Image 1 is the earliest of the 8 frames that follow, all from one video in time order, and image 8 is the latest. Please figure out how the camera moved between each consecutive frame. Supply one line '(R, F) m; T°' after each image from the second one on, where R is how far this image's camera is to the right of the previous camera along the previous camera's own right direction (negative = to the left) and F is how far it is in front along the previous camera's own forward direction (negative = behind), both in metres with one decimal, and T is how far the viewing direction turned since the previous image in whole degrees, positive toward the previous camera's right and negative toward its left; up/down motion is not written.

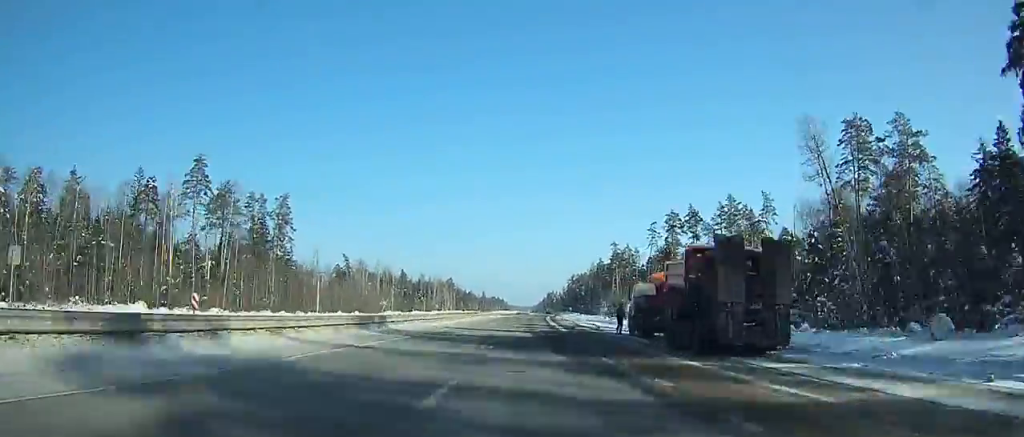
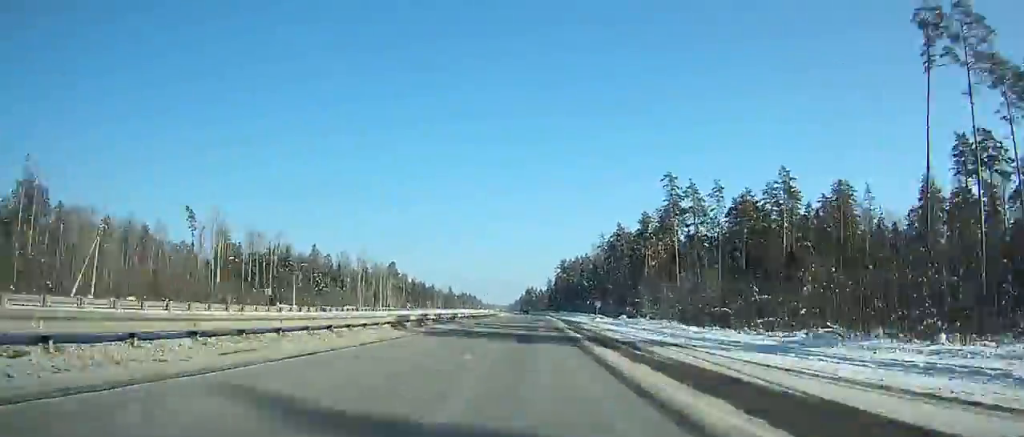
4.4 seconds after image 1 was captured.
(+1.6, +125.6) m; +2°
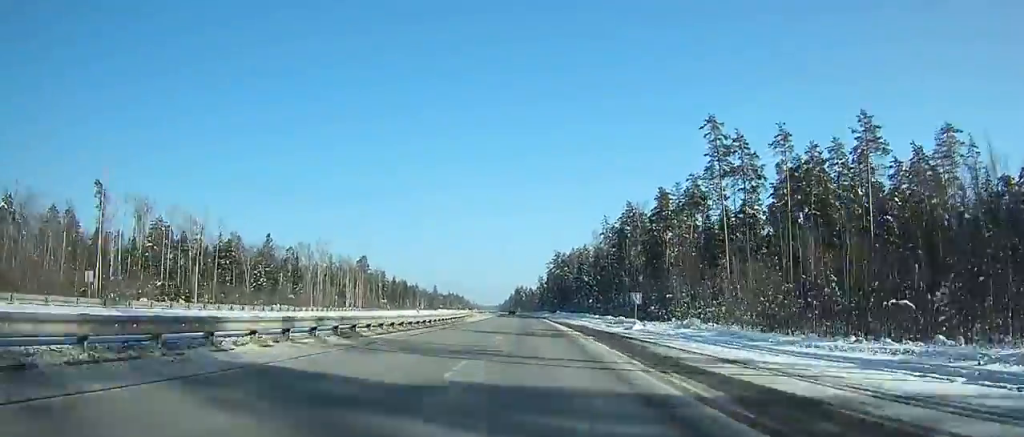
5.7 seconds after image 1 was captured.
(+0.6, +36.3) m; 0°
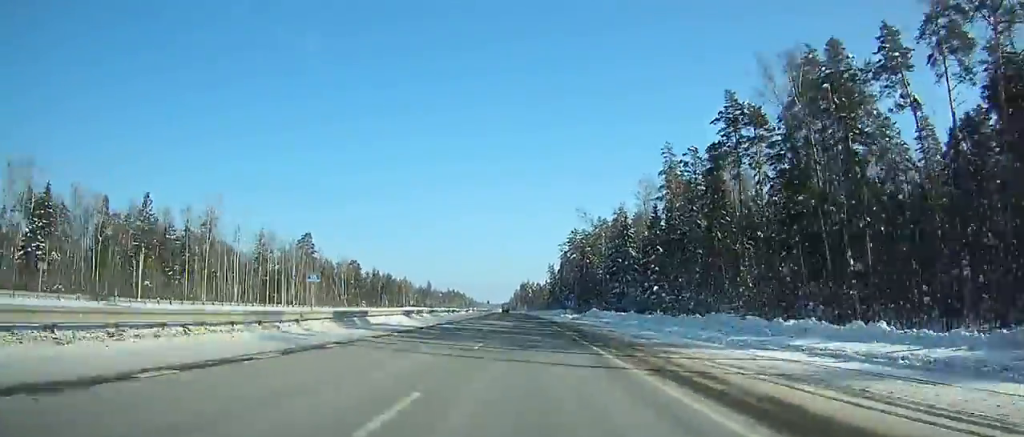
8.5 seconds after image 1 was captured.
(+0.5, +77.4) m; 0°
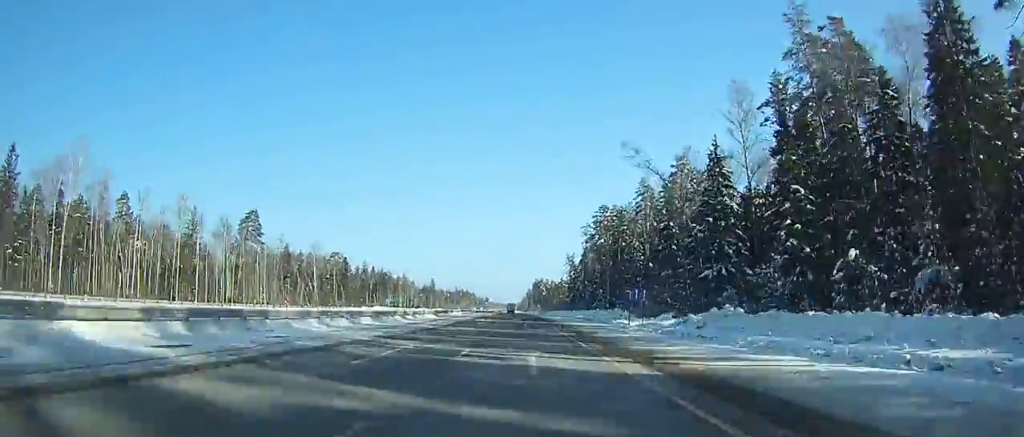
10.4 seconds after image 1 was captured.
(-0.1, +51.8) m; -1°
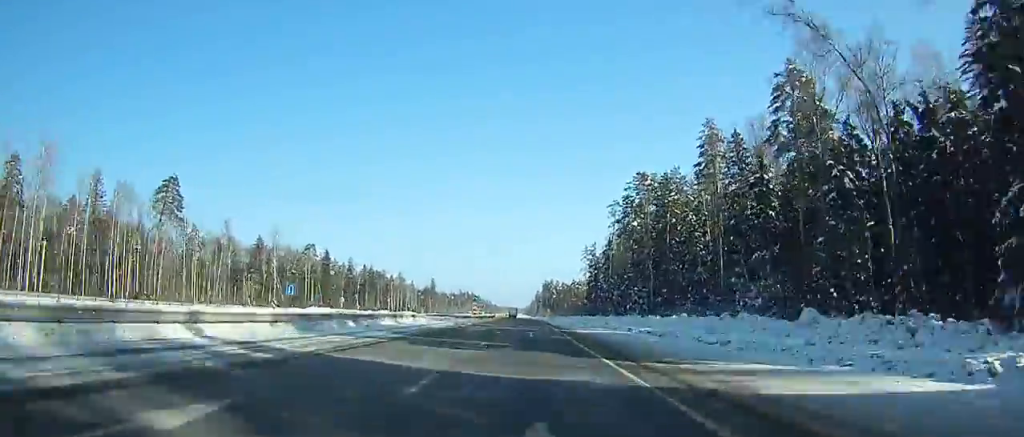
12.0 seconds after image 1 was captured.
(-0.6, +43.1) m; -1°
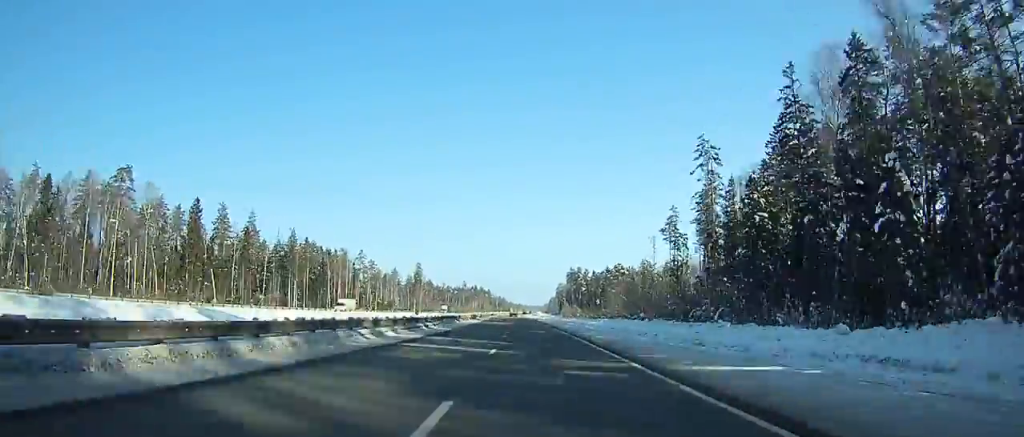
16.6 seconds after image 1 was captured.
(-2.5, +123.8) m; -2°
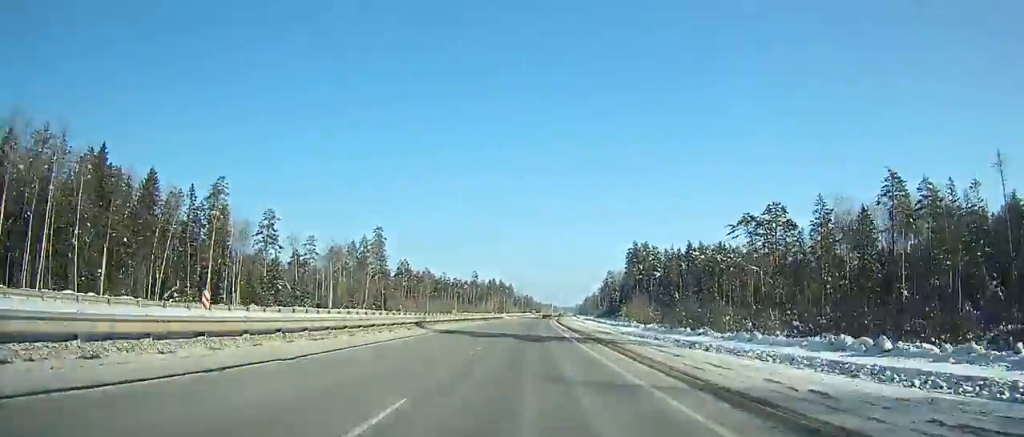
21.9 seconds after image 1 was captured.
(-3.1, +145.1) m; -2°
